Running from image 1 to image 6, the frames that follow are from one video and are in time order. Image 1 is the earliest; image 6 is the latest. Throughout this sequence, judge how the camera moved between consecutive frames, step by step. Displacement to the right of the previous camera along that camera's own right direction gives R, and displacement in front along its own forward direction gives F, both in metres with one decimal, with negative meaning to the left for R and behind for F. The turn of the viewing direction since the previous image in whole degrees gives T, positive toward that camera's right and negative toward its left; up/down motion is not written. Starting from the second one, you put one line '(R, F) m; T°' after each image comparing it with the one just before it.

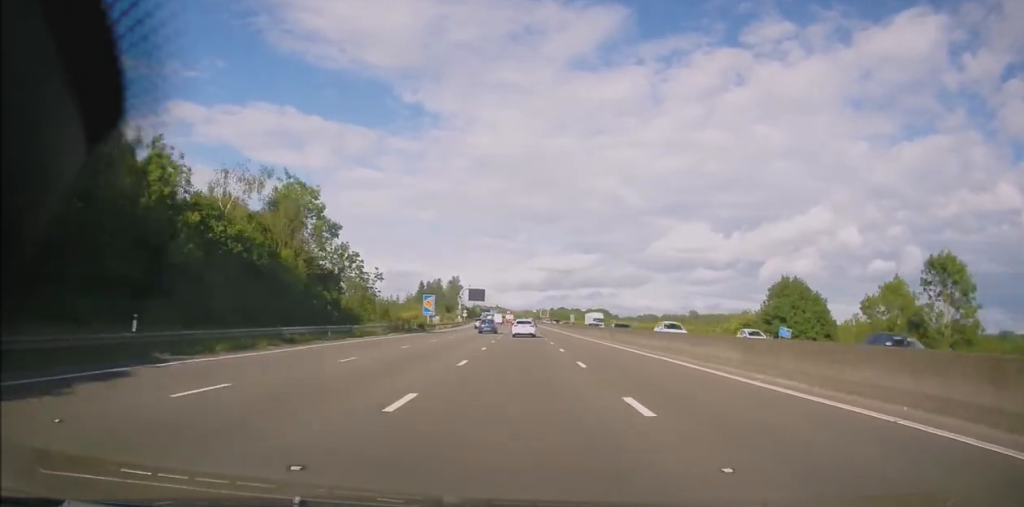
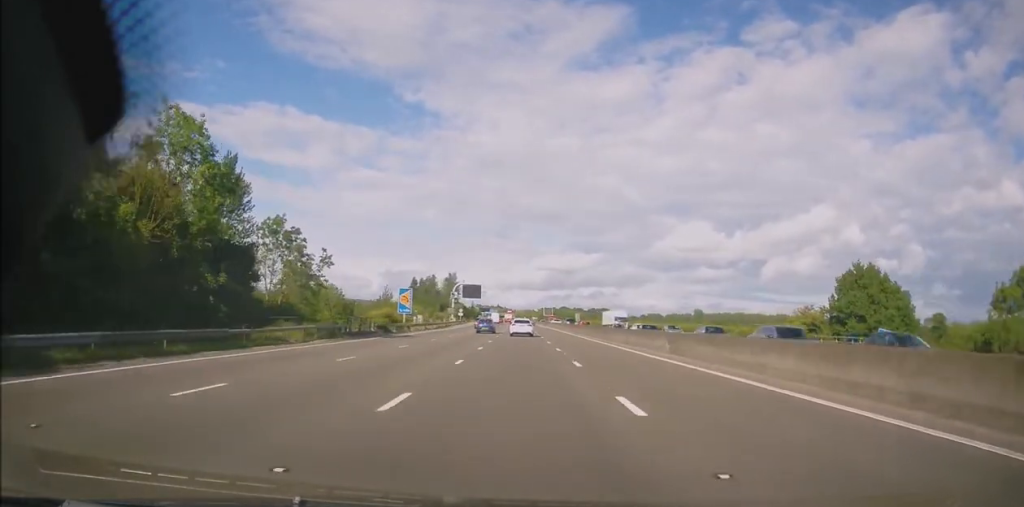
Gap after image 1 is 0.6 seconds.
(+0.2, +17.9) m; -1°
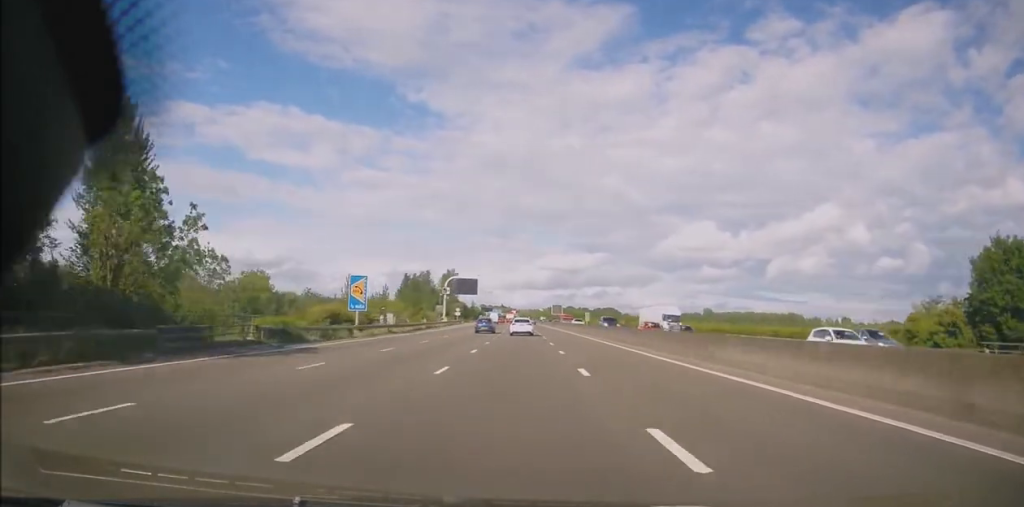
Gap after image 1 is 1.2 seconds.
(-0.5, +21.0) m; -1°
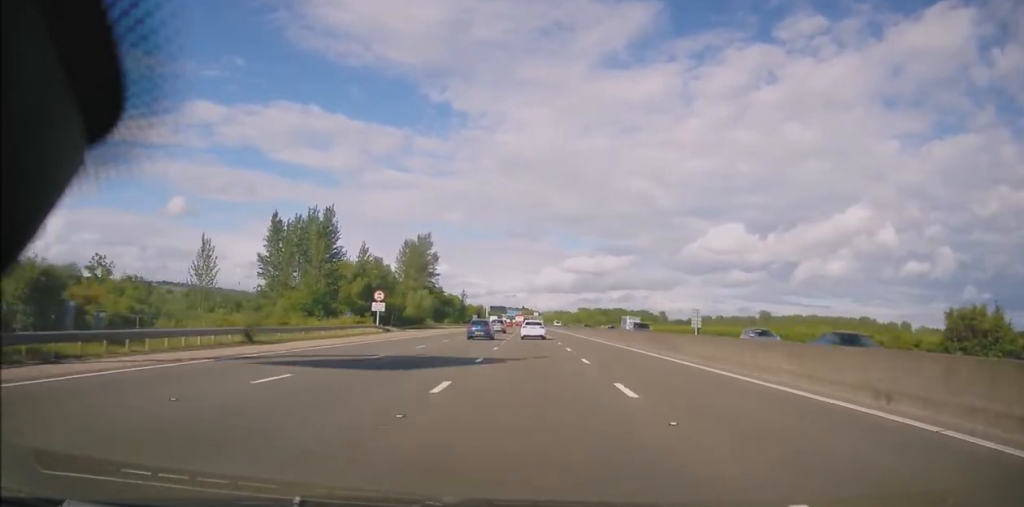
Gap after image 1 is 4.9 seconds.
(-1.1, +116.3) m; -2°
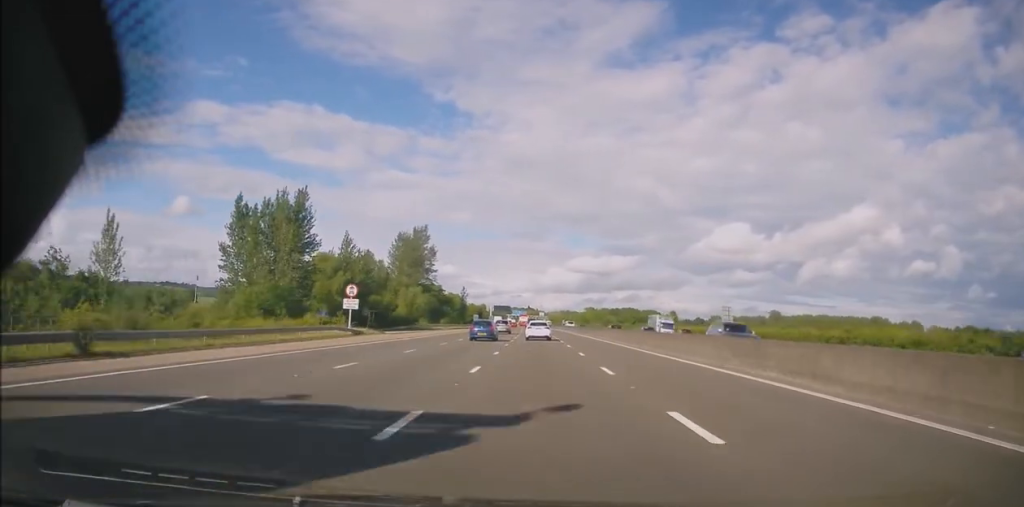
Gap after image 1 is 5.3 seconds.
(-0.1, +12.8) m; 0°
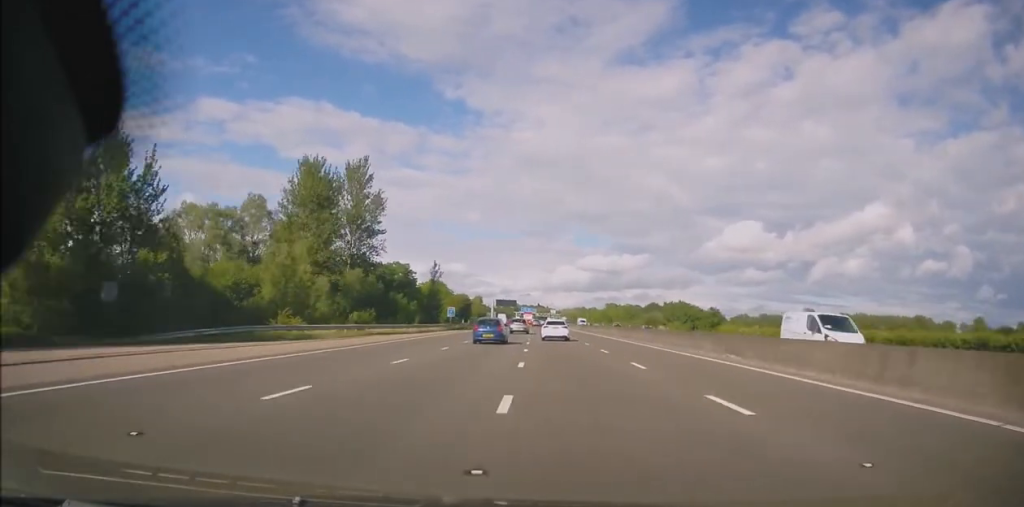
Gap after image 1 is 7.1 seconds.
(-0.2, +58.6) m; 0°
